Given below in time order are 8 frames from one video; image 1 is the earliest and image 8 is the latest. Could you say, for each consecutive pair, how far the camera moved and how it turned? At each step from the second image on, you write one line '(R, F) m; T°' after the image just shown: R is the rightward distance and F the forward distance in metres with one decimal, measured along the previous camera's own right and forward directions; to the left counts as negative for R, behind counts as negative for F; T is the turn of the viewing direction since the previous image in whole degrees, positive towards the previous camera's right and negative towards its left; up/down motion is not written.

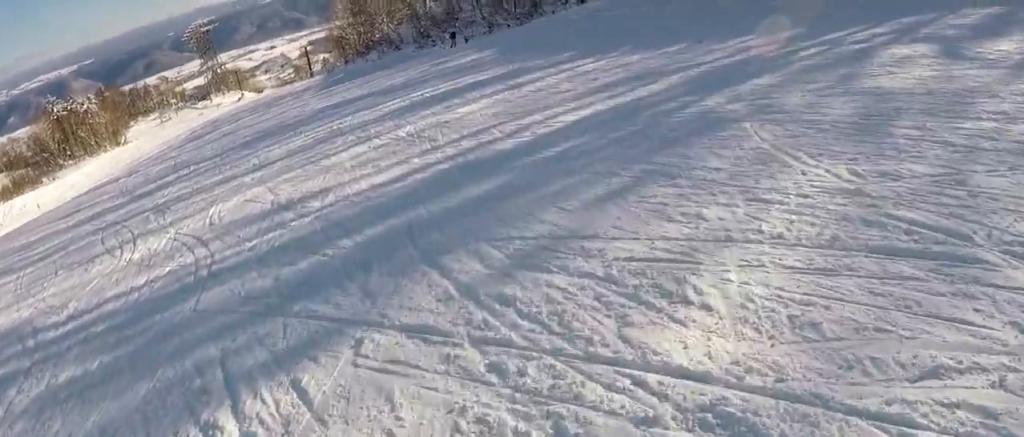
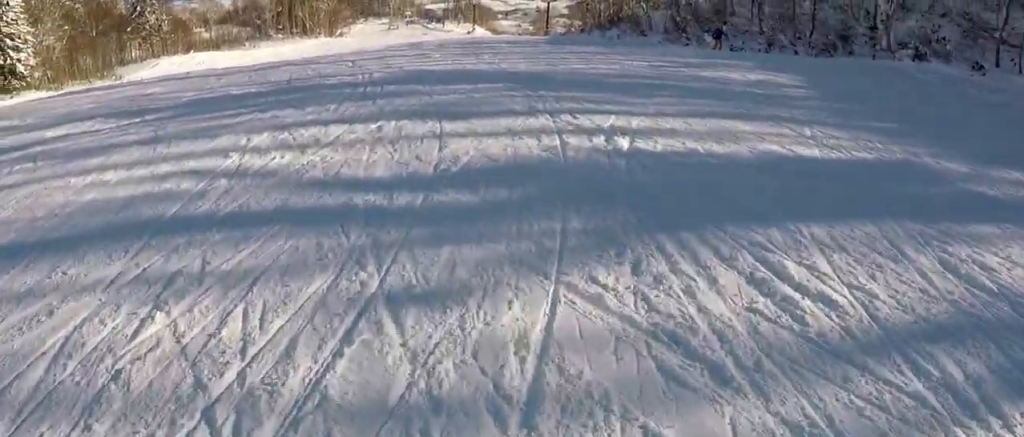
(-4.3, +14.1) m; -32°
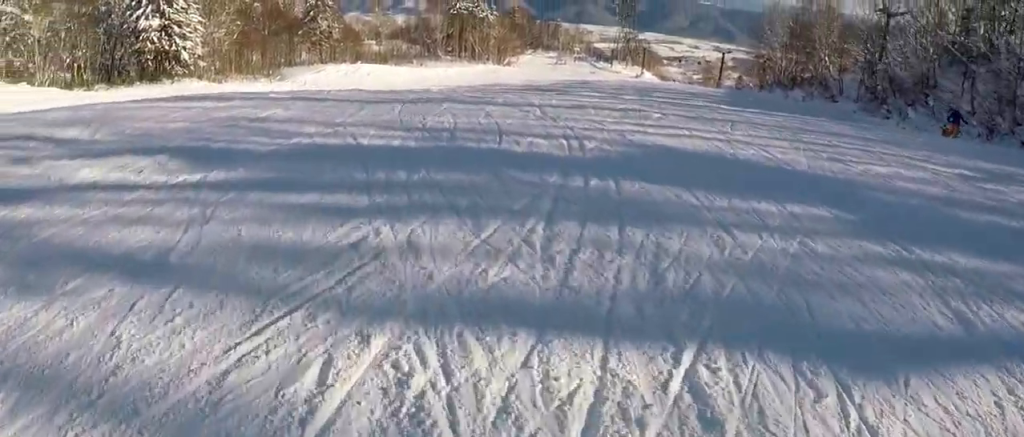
(-1.0, +4.6) m; 0°
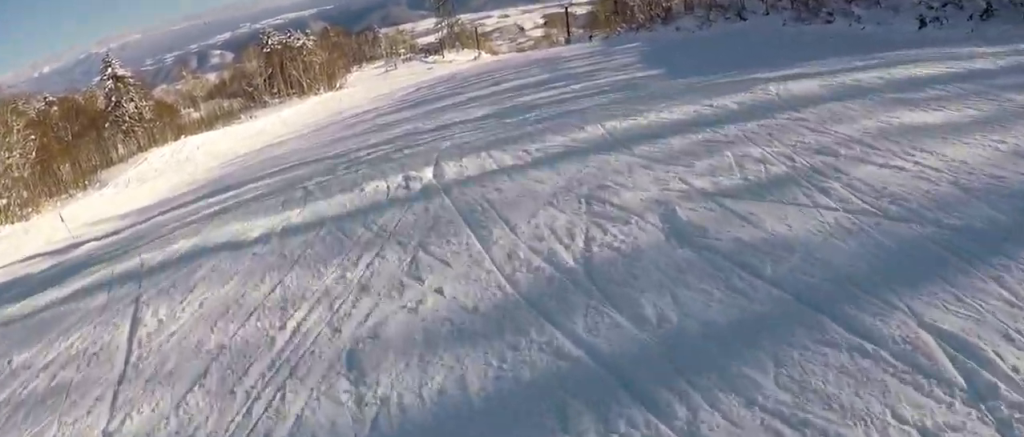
(+2.1, +11.8) m; +19°
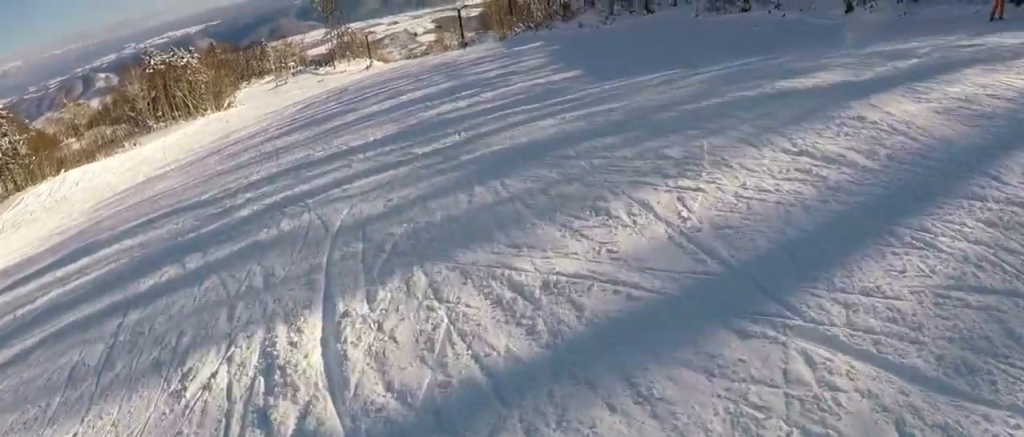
(-0.2, +3.9) m; +7°
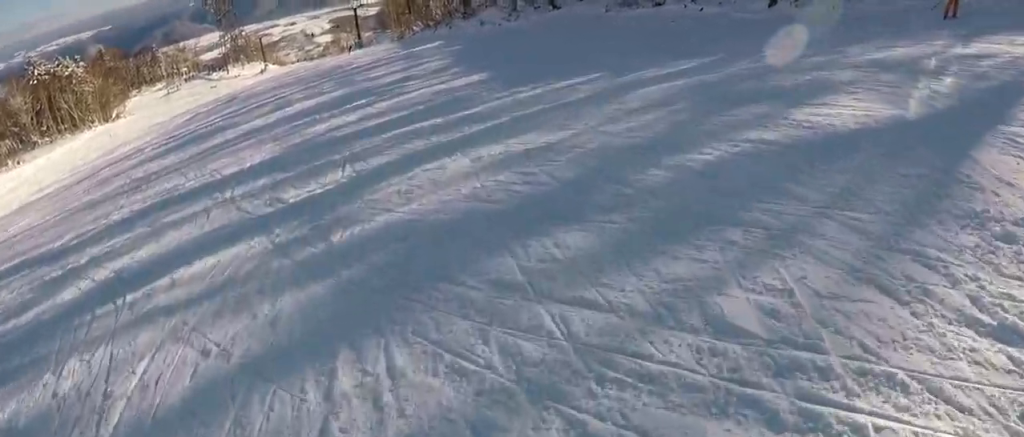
(+0.8, +3.0) m; +2°
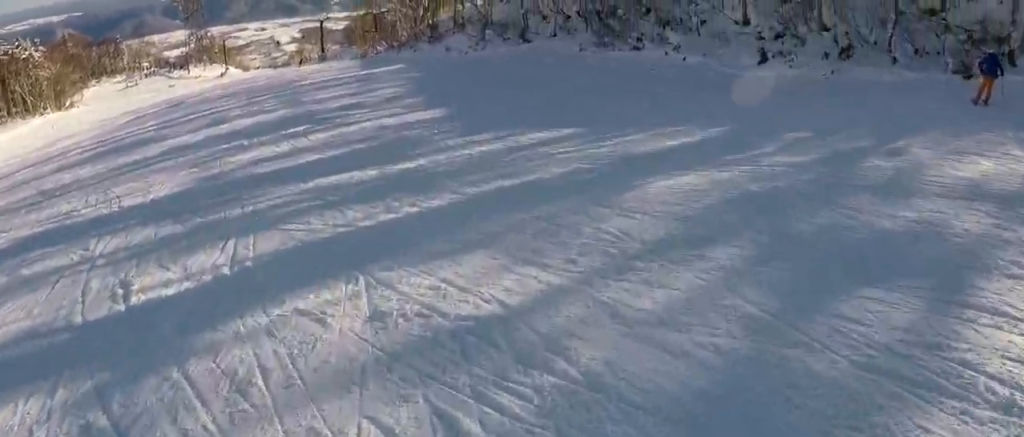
(+0.7, +3.4) m; +2°
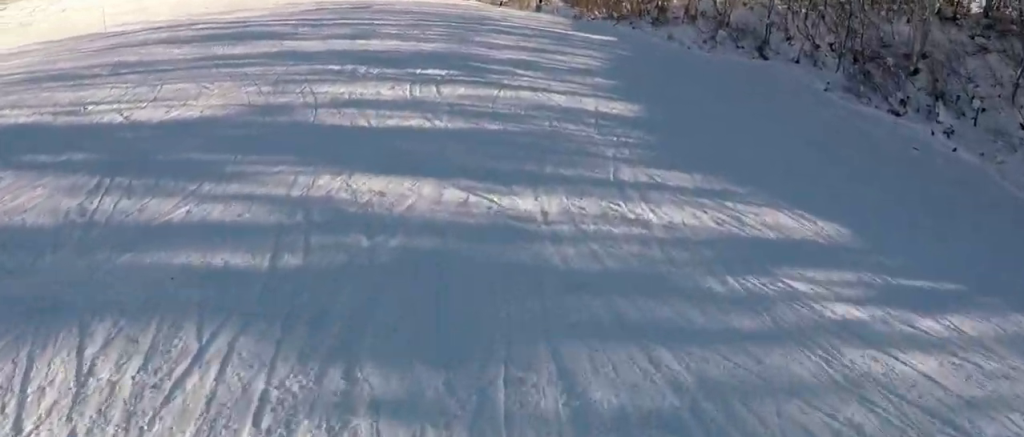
(-1.2, +6.2) m; -25°
